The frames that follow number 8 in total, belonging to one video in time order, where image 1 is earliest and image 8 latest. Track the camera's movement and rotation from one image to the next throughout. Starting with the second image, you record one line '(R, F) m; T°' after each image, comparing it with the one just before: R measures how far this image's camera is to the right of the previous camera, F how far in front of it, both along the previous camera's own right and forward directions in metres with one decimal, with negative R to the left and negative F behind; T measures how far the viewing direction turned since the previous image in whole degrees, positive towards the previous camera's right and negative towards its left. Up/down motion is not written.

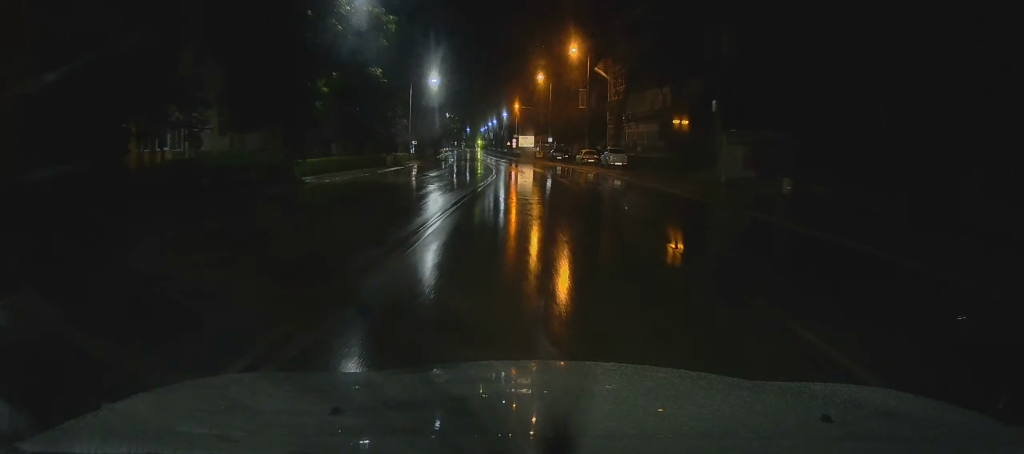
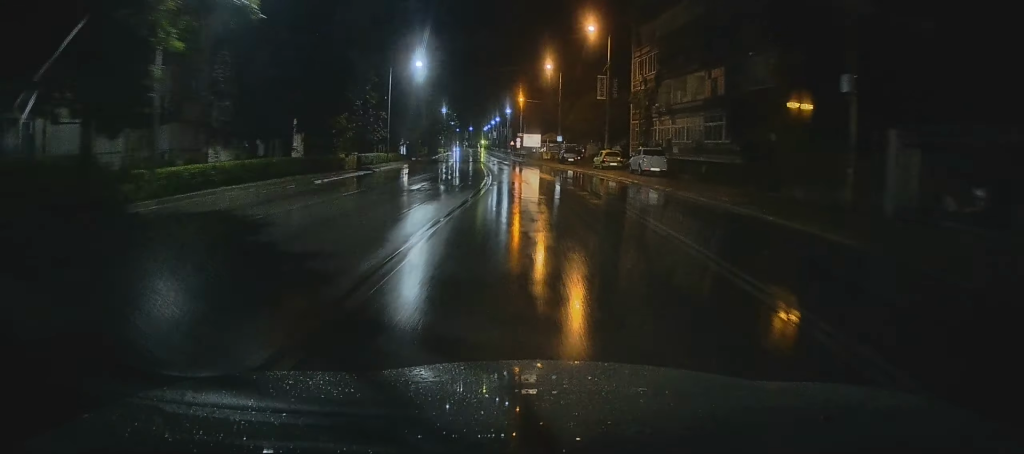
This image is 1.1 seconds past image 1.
(-0.3, +13.1) m; -1°
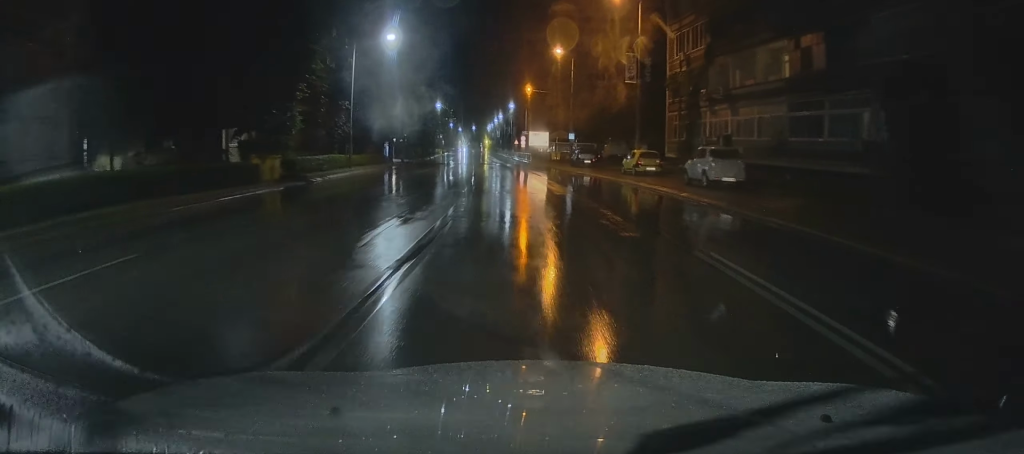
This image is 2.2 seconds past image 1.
(+0.1, +13.6) m; -2°
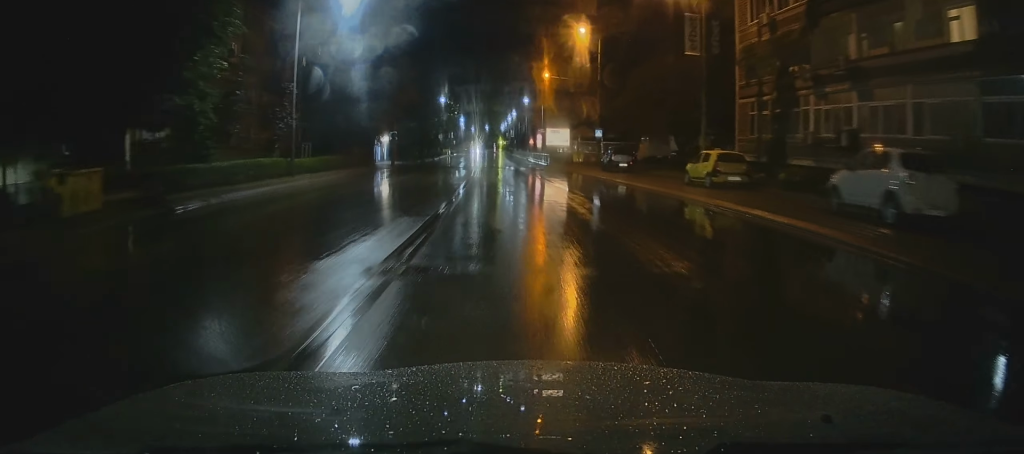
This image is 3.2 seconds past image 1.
(-0.4, +13.1) m; -1°
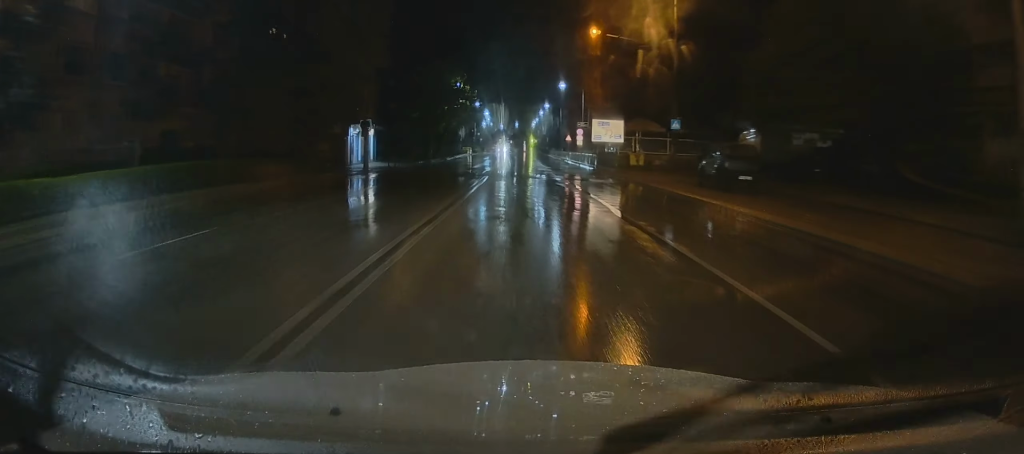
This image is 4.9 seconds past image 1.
(0.0, +20.1) m; -1°
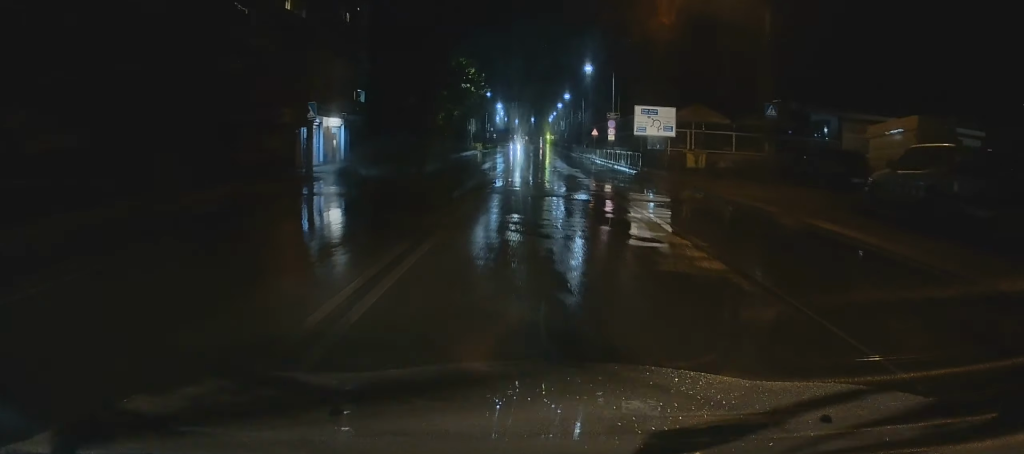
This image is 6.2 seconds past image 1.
(-0.1, +13.0) m; -1°
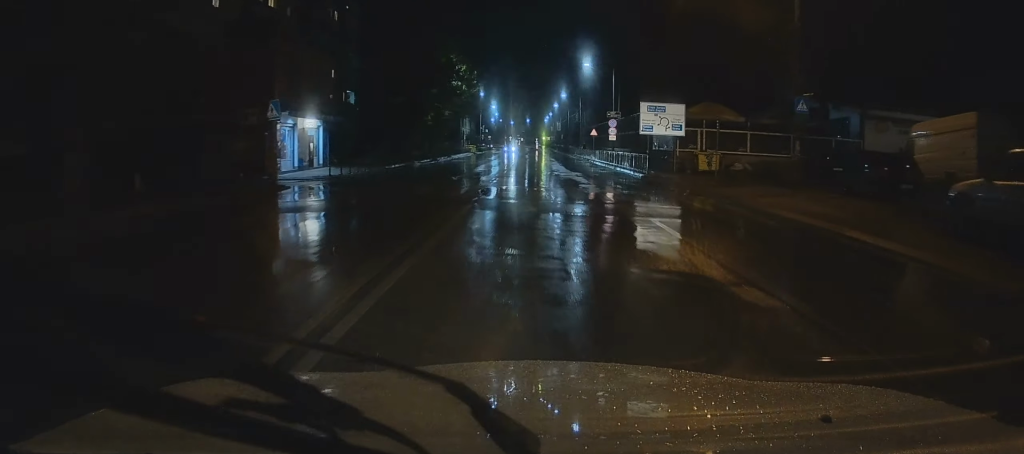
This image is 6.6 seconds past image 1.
(0.0, +3.4) m; -1°
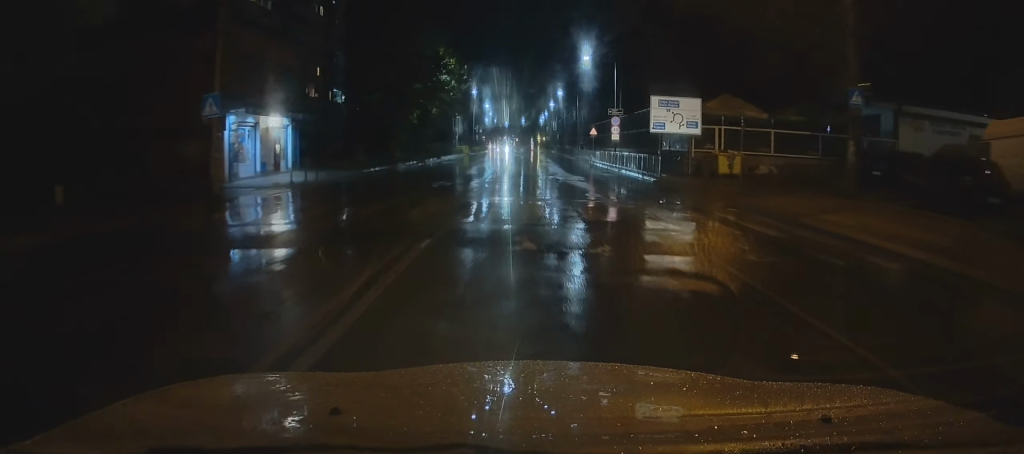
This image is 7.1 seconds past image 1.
(+0.1, +4.6) m; -1°
